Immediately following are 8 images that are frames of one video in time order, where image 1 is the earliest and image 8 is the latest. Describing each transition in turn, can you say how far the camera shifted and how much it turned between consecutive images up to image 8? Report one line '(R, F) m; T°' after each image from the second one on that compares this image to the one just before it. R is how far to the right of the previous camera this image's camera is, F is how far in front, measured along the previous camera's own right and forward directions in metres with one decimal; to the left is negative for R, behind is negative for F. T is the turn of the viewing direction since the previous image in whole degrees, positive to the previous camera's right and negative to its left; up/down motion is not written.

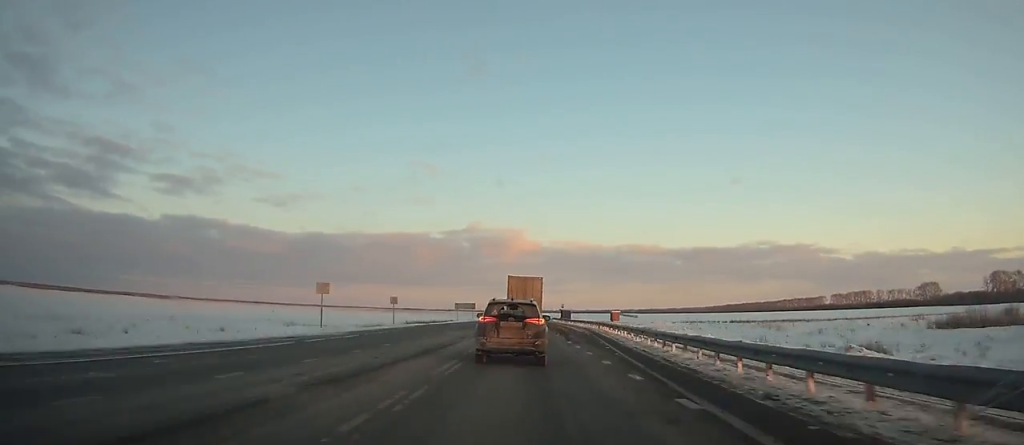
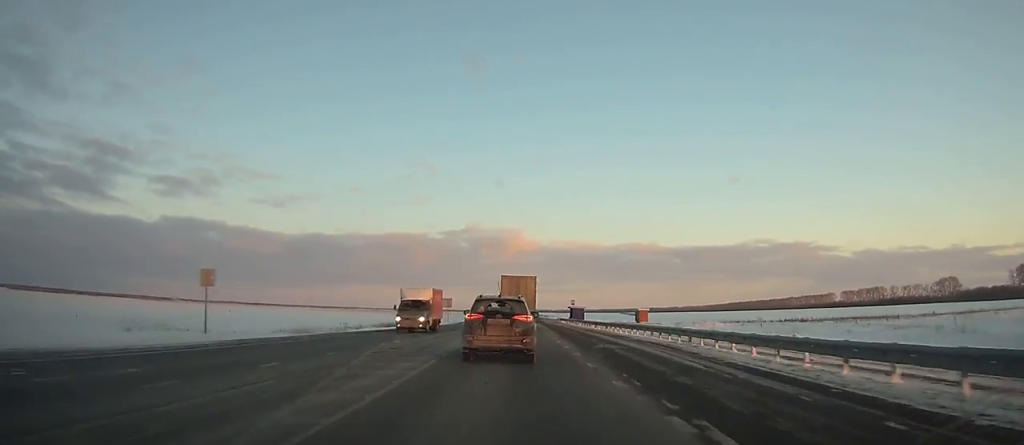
(-0.1, +32.7) m; 0°
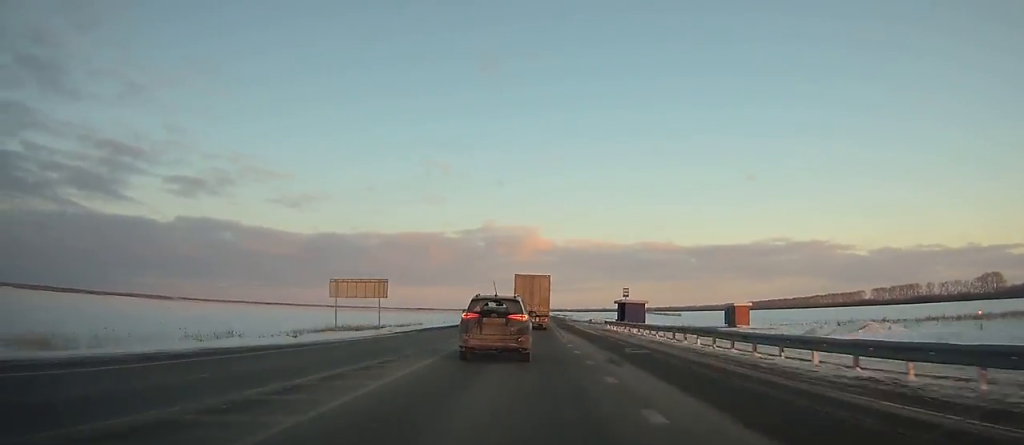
(-0.2, +42.4) m; 0°
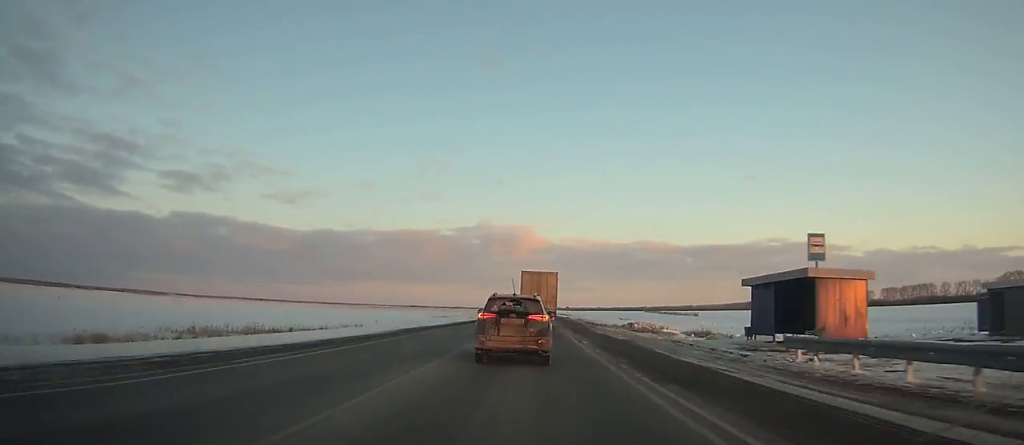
(0.0, +38.4) m; 0°
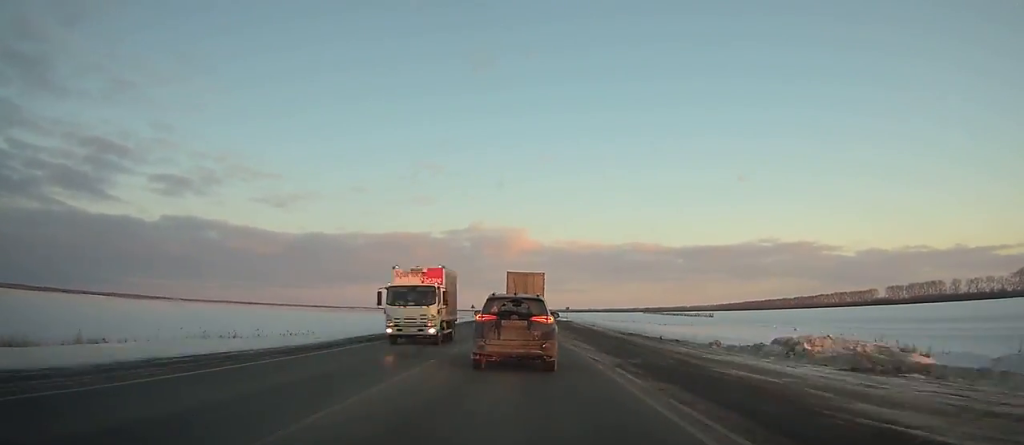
(0.0, +31.9) m; 0°
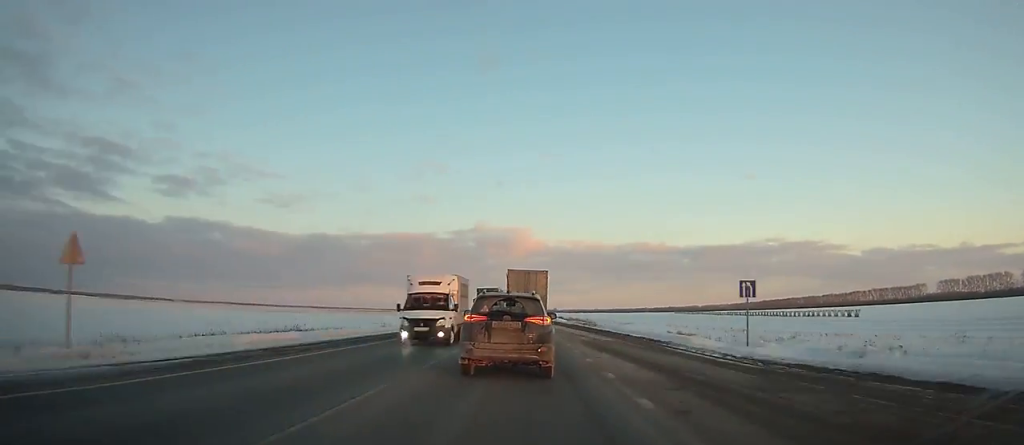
(+0.2, +98.8) m; 0°
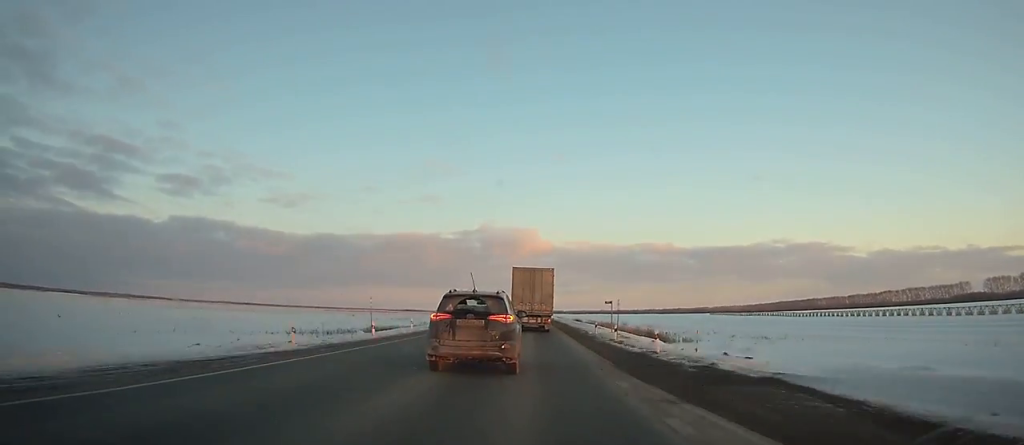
(-0.1, +73.6) m; 0°
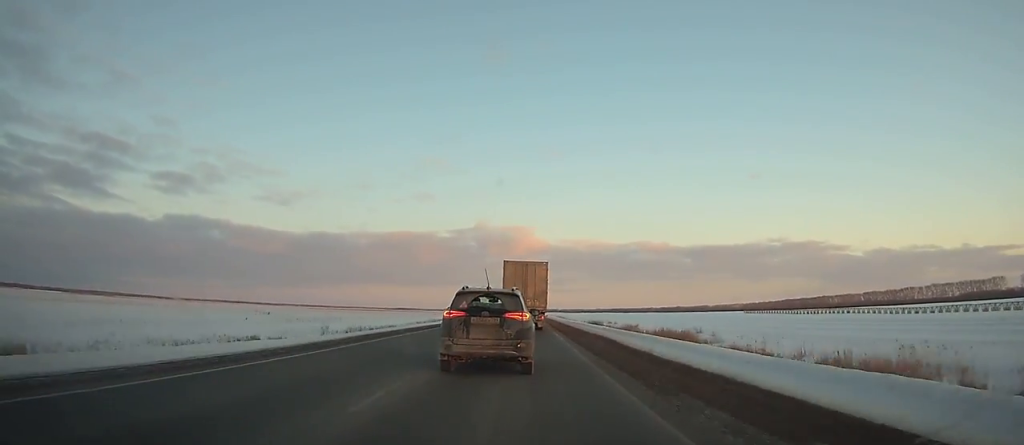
(+0.1, +64.2) m; 0°
